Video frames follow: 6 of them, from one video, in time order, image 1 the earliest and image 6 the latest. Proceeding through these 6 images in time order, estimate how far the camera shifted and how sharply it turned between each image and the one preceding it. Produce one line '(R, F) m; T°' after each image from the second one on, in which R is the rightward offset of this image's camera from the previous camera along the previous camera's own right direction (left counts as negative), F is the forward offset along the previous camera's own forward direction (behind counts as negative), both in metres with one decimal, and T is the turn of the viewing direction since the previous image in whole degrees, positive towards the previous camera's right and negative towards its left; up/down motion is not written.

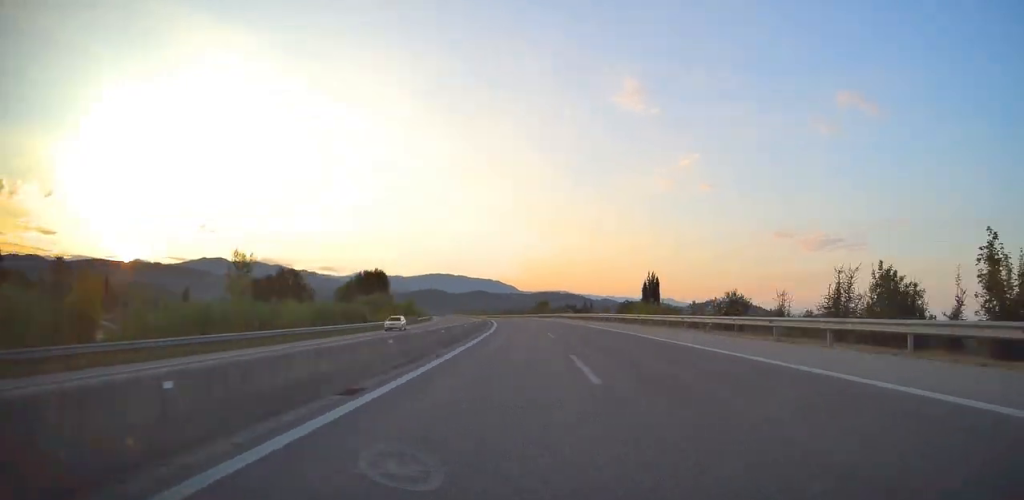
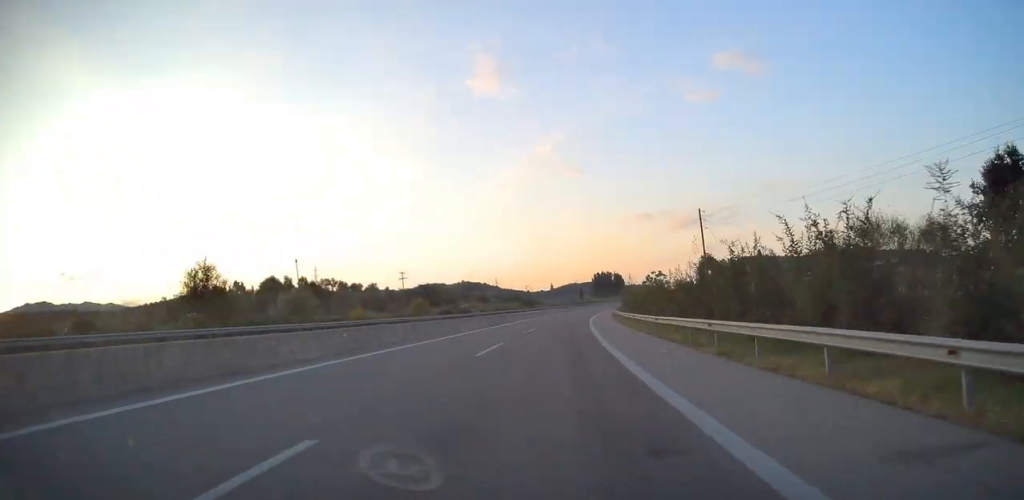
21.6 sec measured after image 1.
(+30.6, +724.3) m; +19°
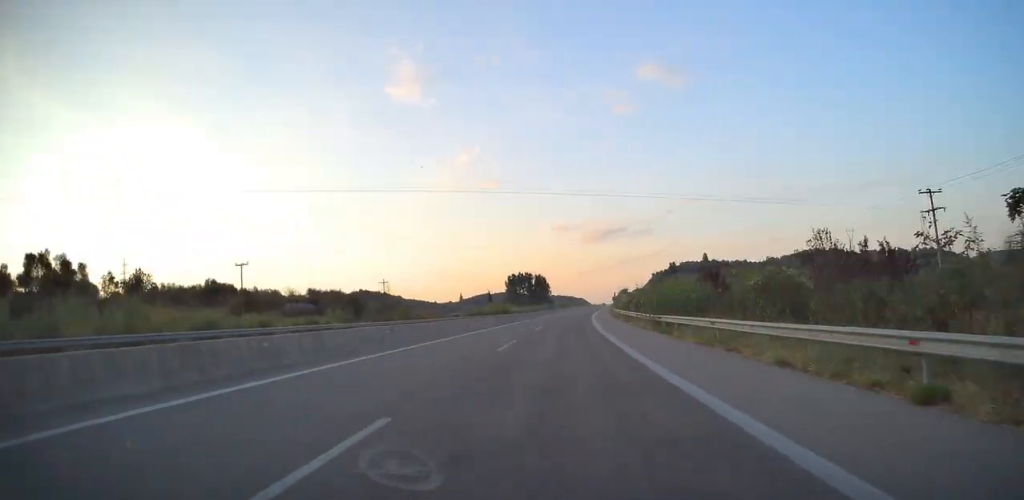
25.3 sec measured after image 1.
(+3.5, +126.8) m; +6°
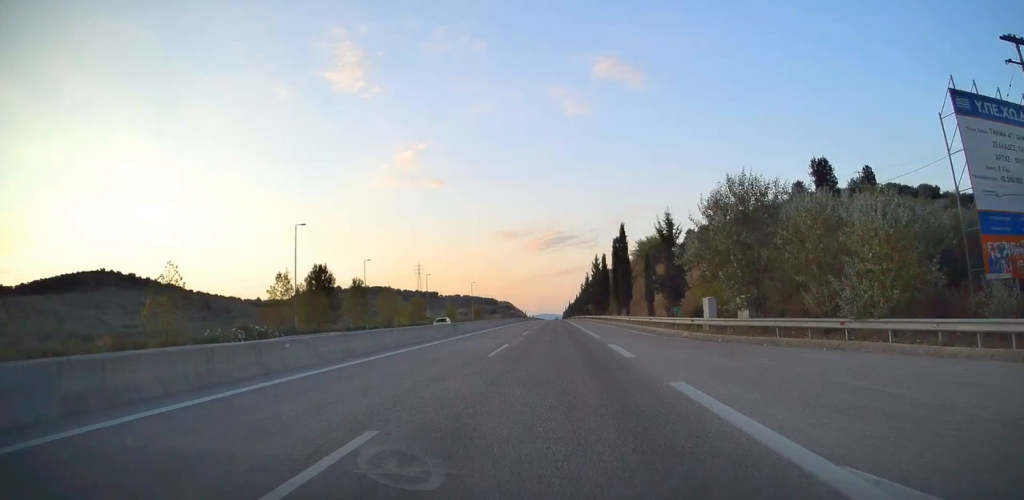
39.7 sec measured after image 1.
(+39.9, +476.4) m; +5°
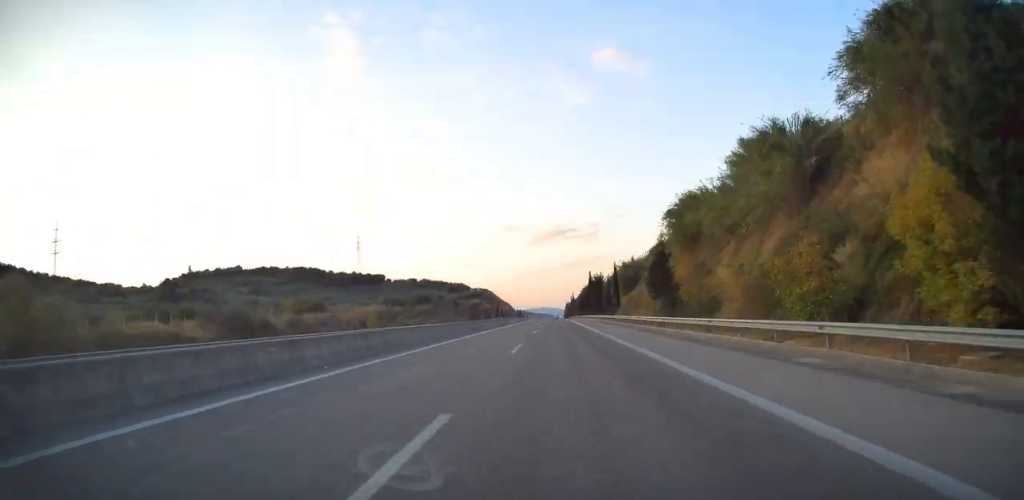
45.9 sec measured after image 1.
(0.0, +202.8) m; 0°
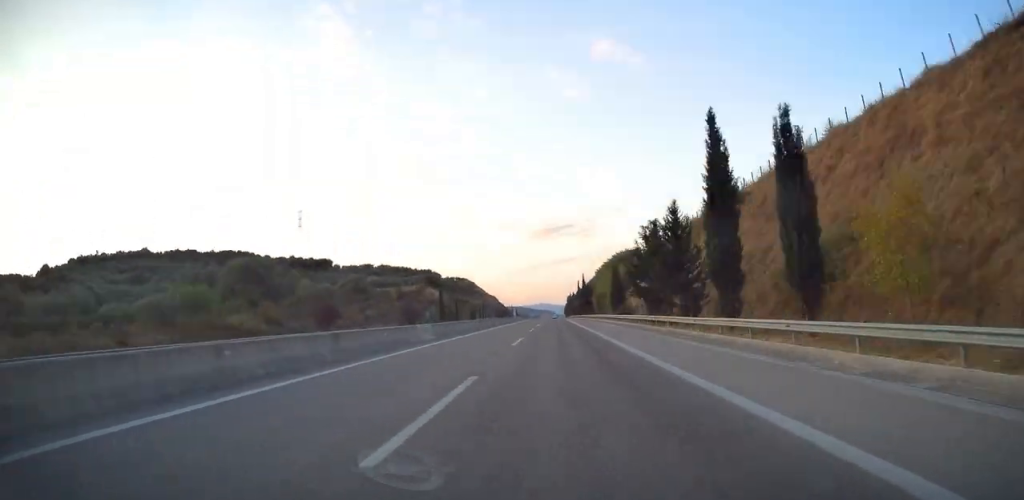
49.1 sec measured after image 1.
(0.0, +106.1) m; 0°
